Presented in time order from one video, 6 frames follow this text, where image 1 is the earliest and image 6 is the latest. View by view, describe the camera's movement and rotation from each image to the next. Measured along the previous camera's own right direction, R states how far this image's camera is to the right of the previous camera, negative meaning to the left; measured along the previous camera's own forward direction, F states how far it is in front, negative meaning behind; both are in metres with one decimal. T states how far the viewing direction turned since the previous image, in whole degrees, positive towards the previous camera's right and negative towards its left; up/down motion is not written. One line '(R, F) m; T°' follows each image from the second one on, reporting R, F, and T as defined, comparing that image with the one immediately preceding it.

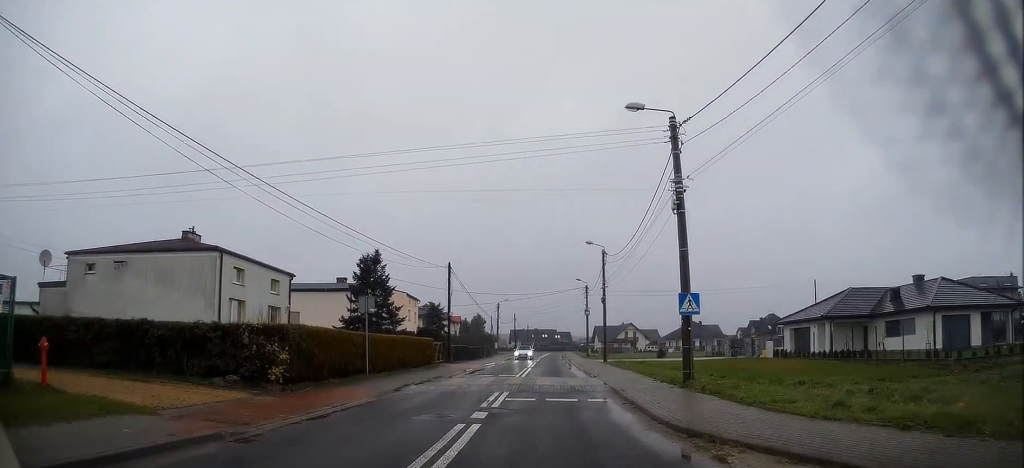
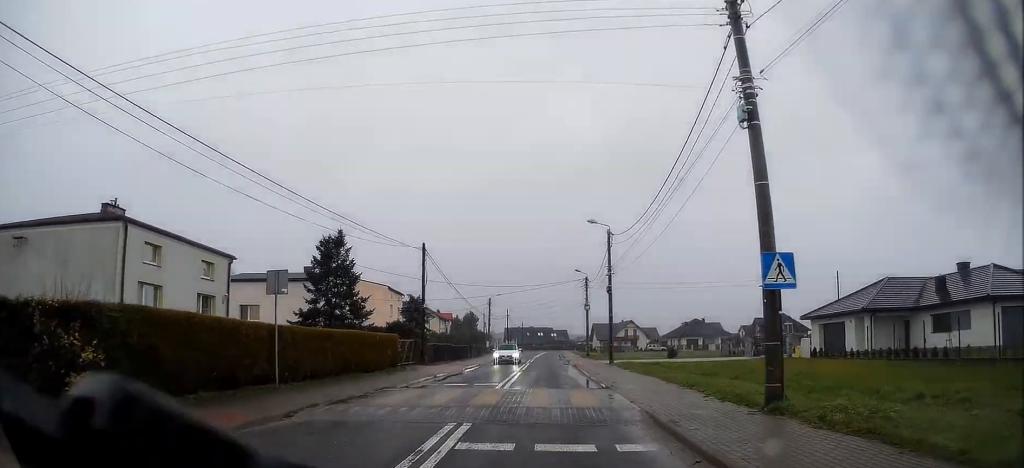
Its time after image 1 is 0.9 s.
(-0.2, +7.9) m; -2°
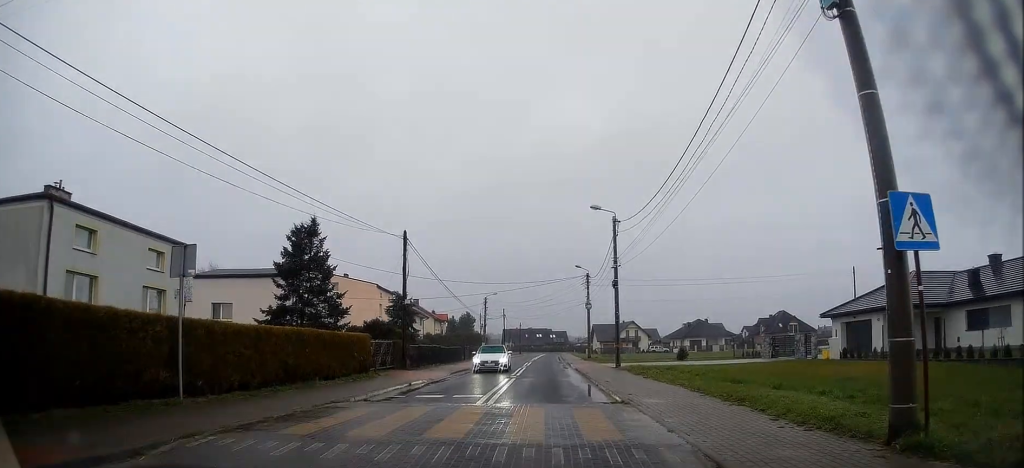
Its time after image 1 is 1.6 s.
(0.0, +4.8) m; 0°
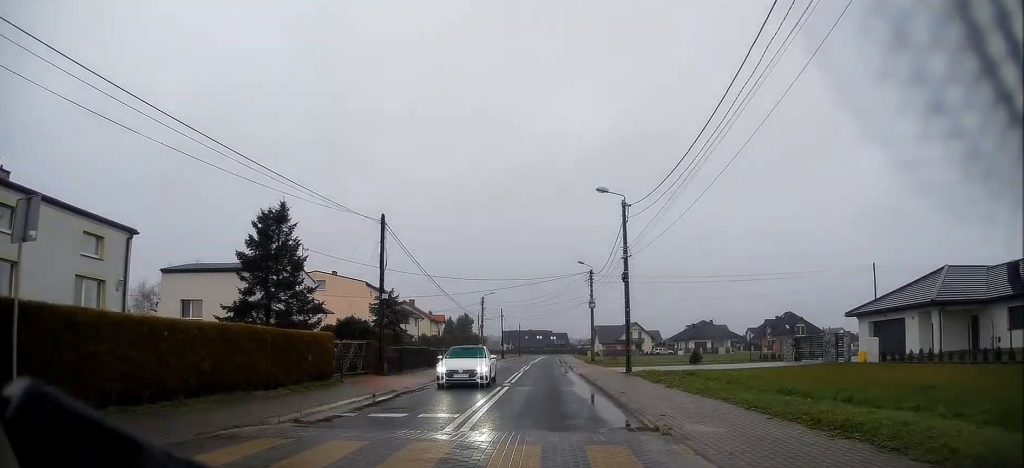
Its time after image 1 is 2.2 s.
(0.0, +4.7) m; +1°
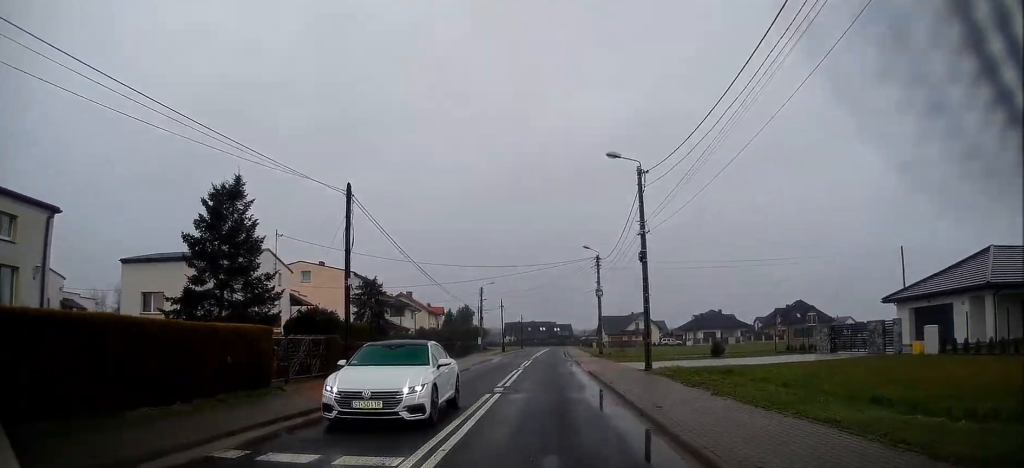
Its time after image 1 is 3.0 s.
(+0.2, +5.0) m; 0°
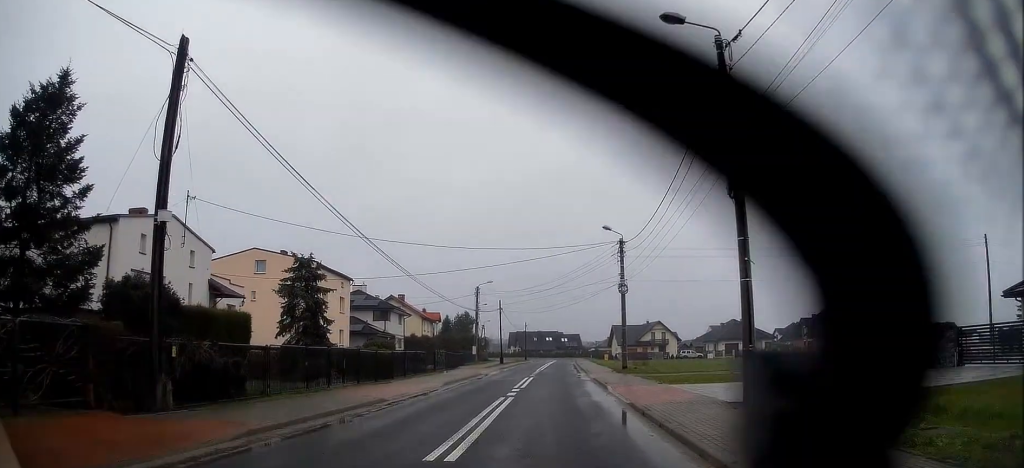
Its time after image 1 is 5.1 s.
(-0.4, +12.0) m; -1°
